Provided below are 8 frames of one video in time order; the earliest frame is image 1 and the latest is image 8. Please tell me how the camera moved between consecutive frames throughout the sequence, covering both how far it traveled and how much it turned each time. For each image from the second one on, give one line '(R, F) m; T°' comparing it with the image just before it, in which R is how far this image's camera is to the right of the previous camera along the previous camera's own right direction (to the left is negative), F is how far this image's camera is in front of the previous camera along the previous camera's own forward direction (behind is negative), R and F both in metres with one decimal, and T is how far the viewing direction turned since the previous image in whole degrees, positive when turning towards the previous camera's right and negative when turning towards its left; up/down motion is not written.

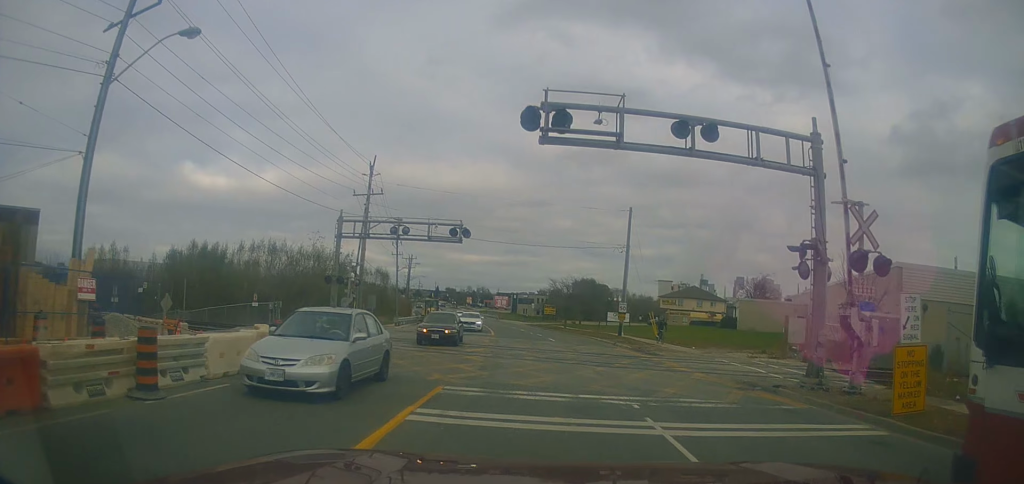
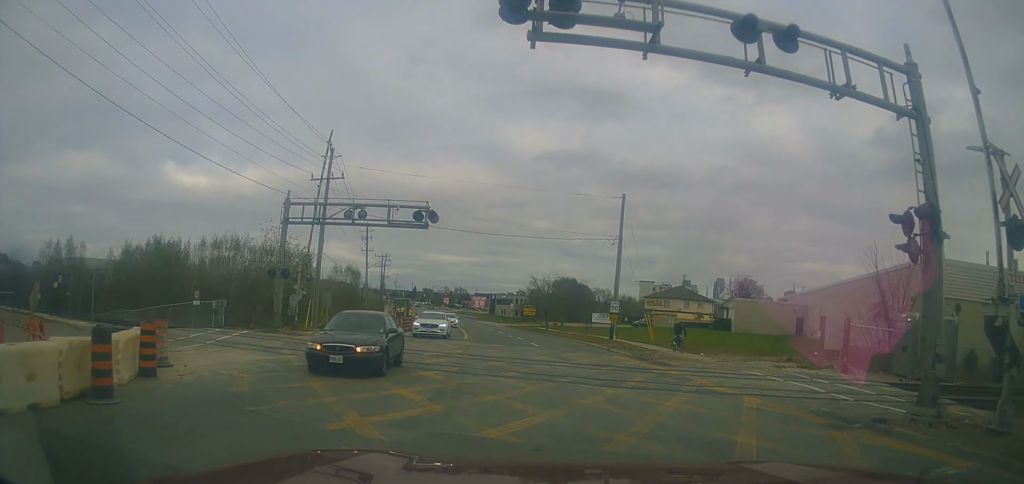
(+0.2, +5.7) m; +2°
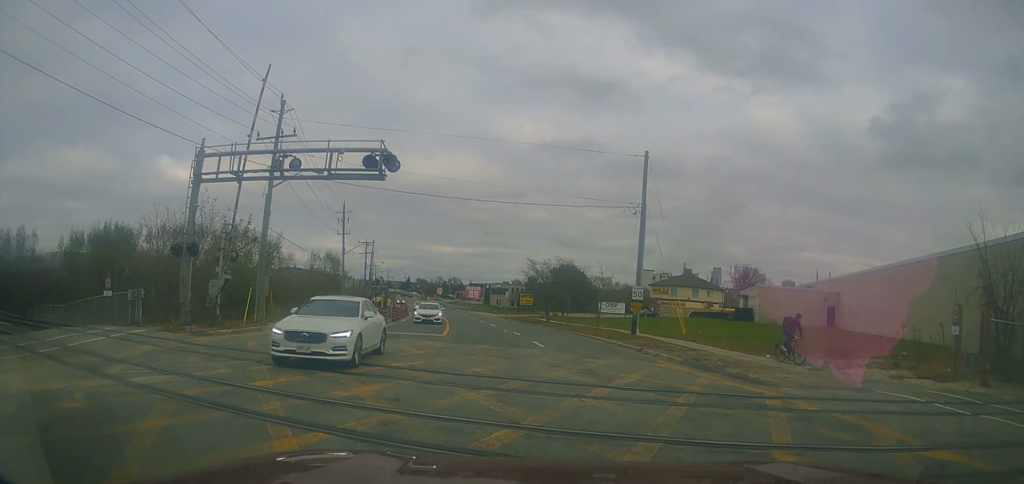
(+0.2, +9.0) m; +5°
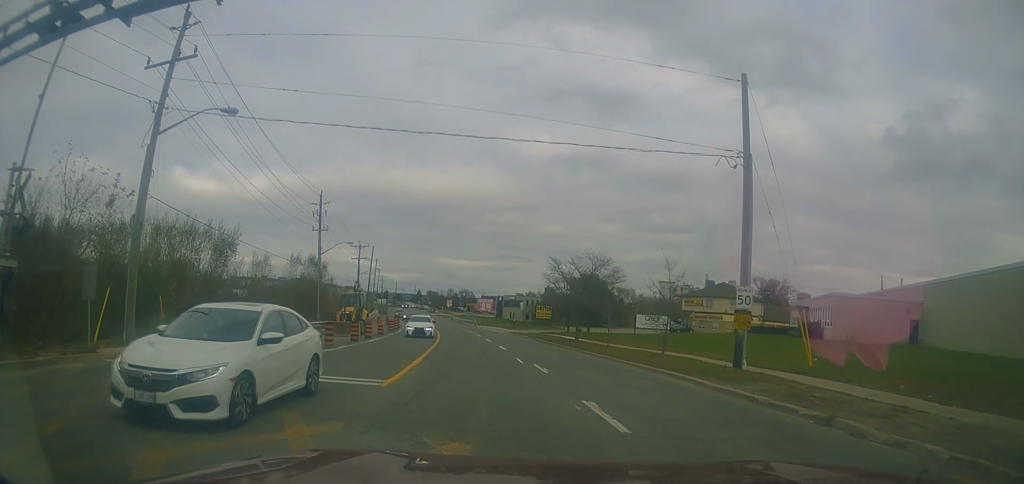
(+0.6, +13.1) m; 0°
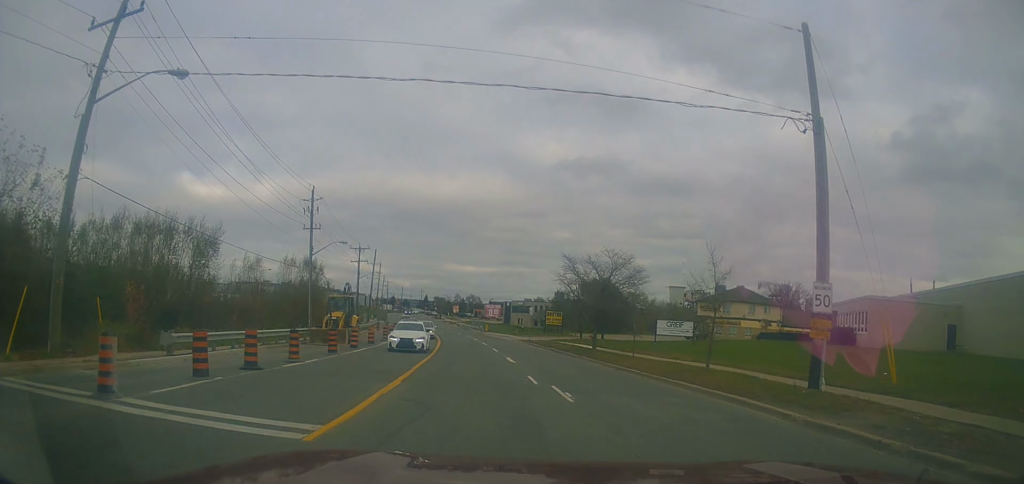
(-0.3, +4.4) m; -2°
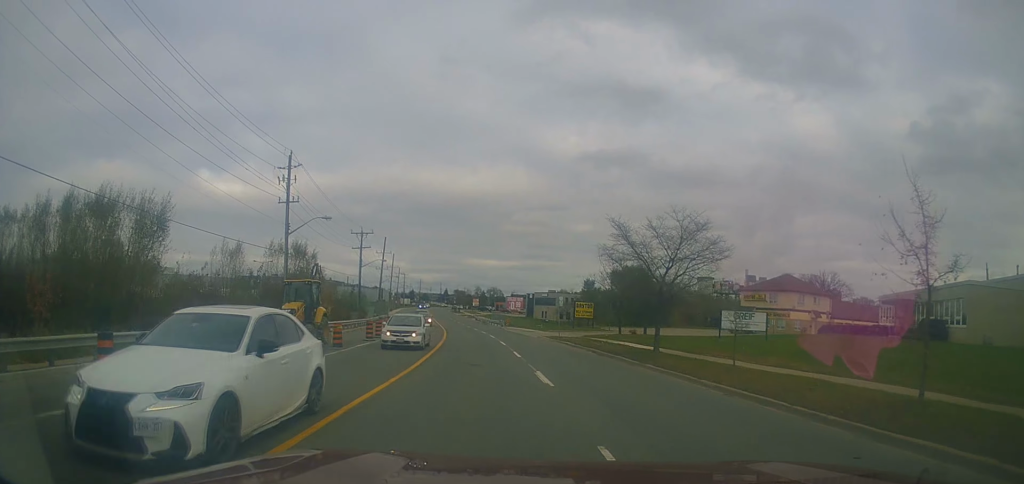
(0.0, +9.9) m; -2°
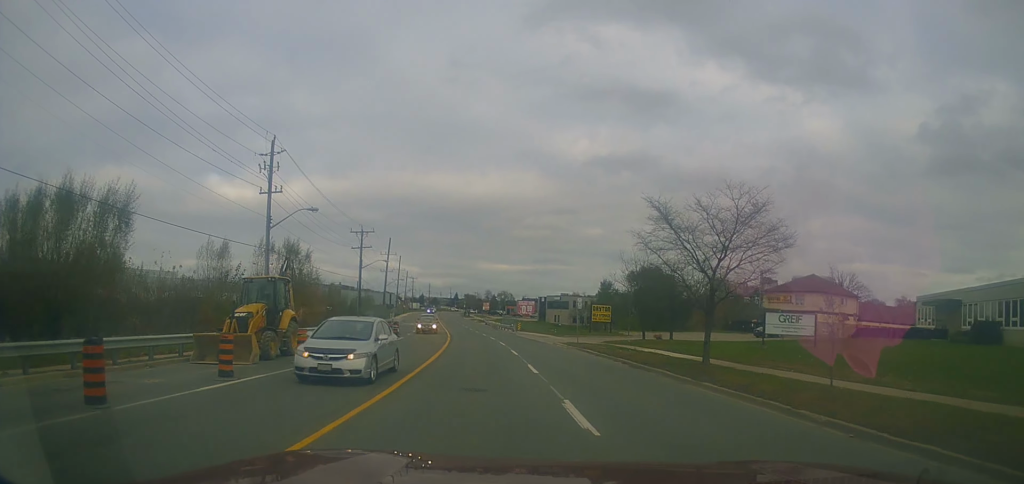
(-0.2, +5.0) m; -2°
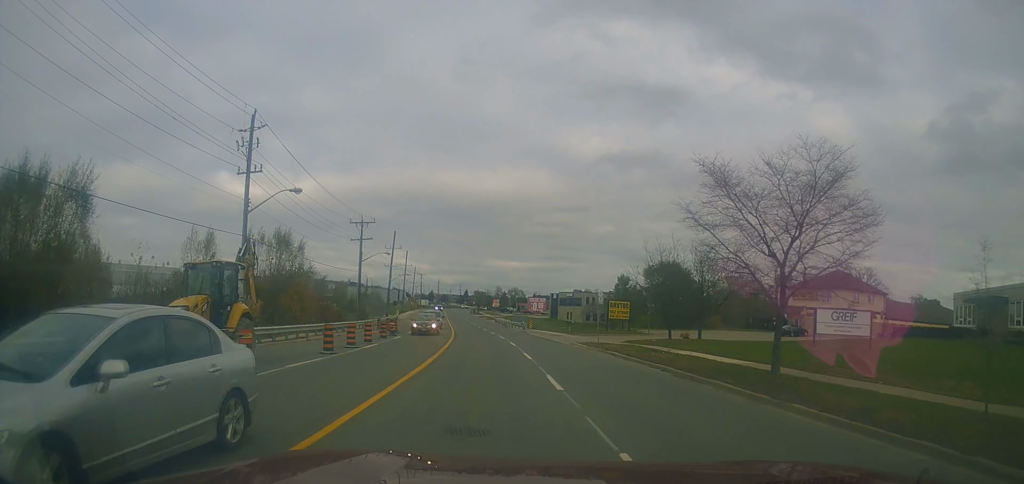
(0.0, +4.7) m; -1°
